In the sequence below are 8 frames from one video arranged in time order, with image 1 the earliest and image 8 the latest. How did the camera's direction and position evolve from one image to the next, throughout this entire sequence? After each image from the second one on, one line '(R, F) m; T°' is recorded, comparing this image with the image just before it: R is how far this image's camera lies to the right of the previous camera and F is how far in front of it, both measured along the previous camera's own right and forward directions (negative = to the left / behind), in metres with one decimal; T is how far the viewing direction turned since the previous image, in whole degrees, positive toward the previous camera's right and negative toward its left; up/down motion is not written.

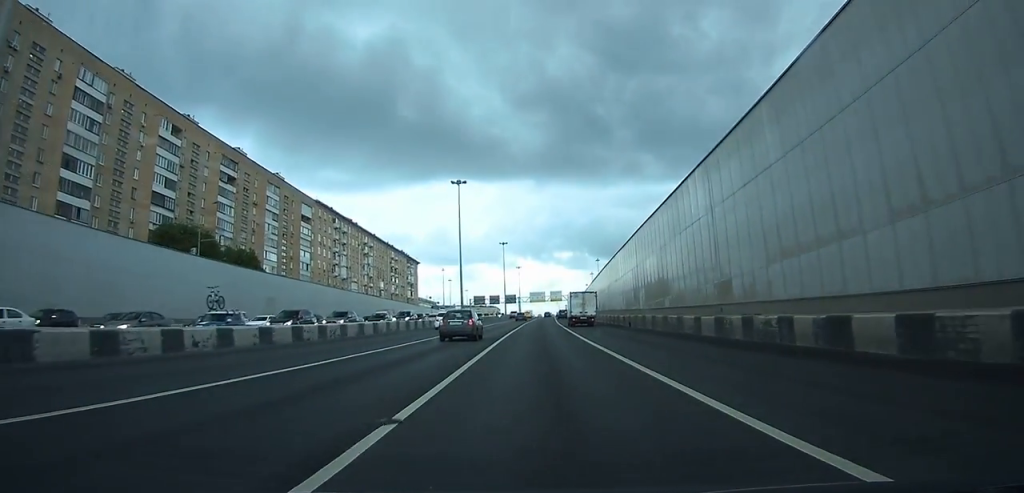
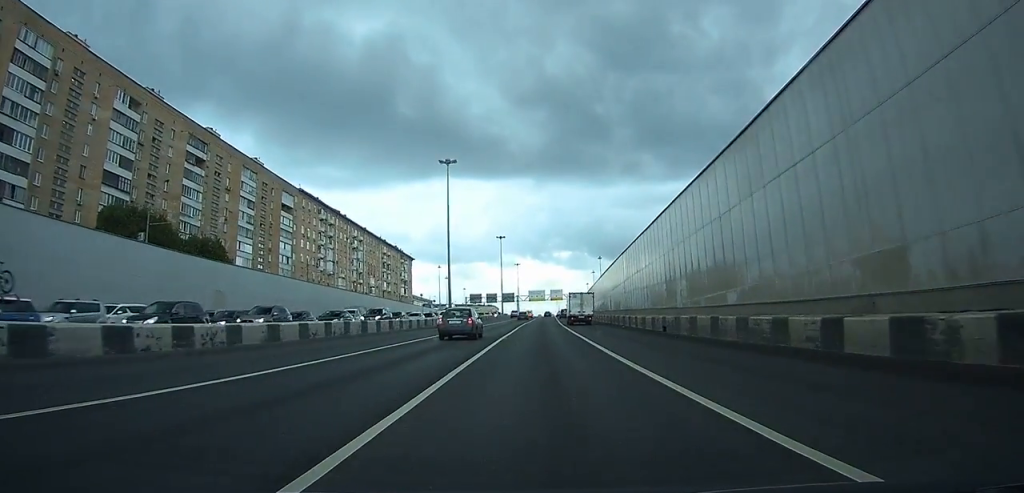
(-0.6, +10.8) m; -3°
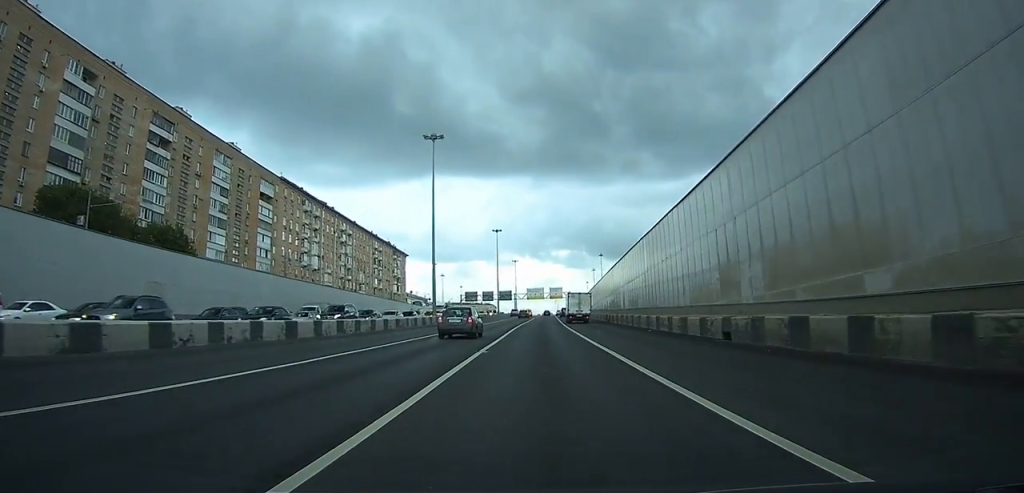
(0.0, +9.7) m; 0°
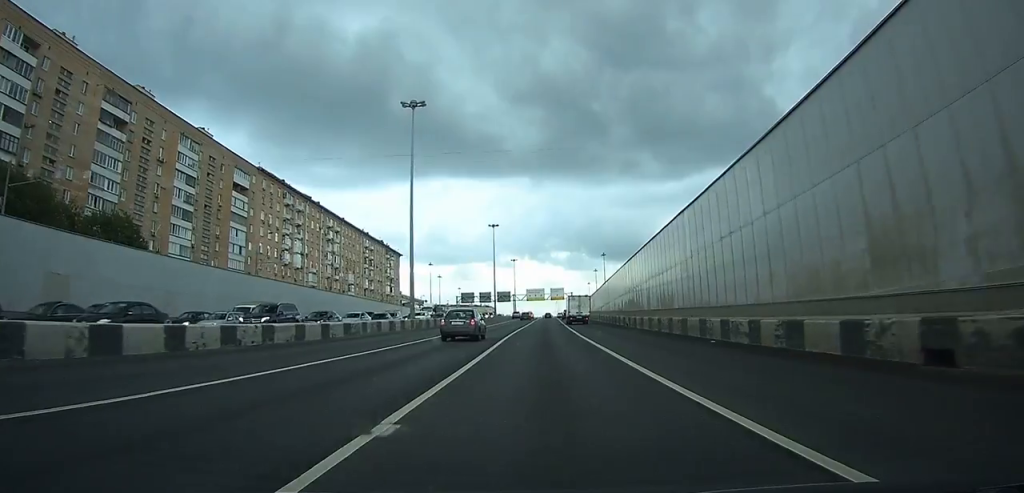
(+0.1, +10.9) m; +1°
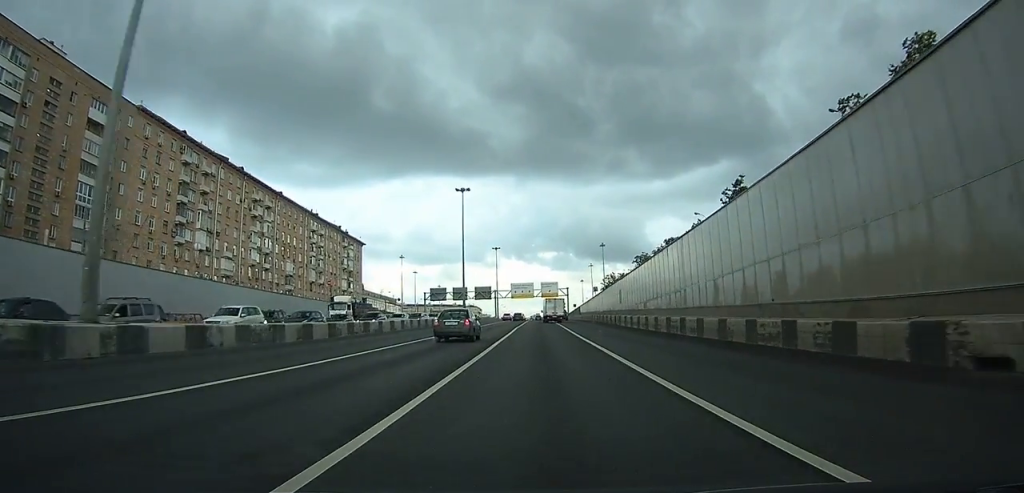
(+1.7, +36.8) m; +5°
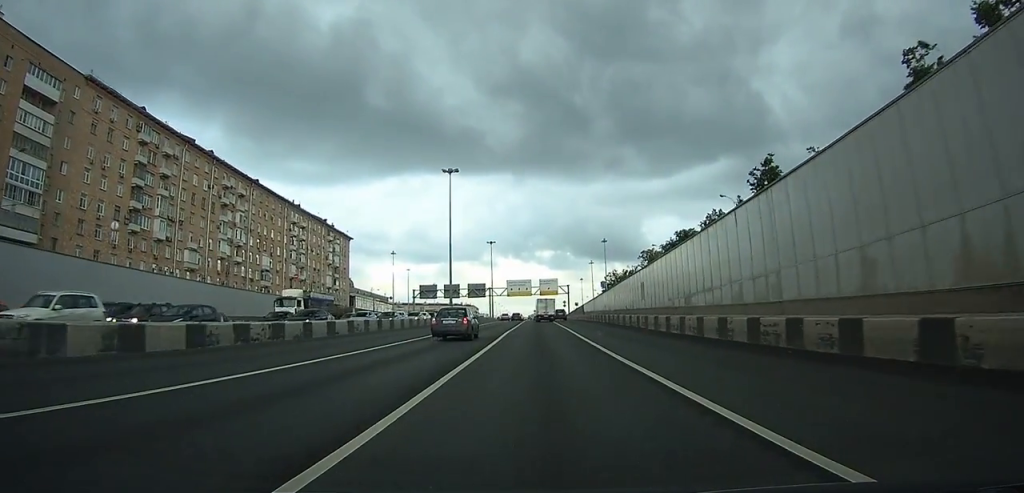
(+0.1, +11.8) m; 0°
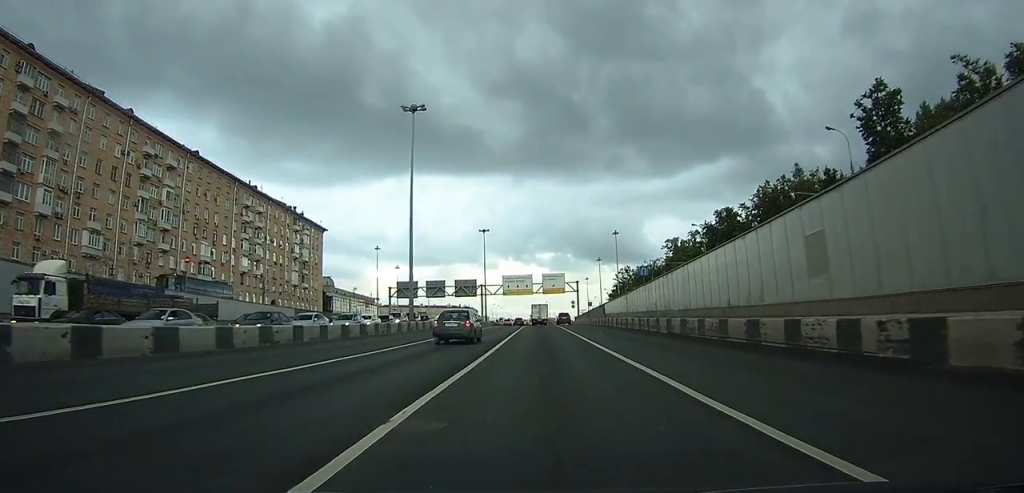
(-0.3, +26.2) m; -2°
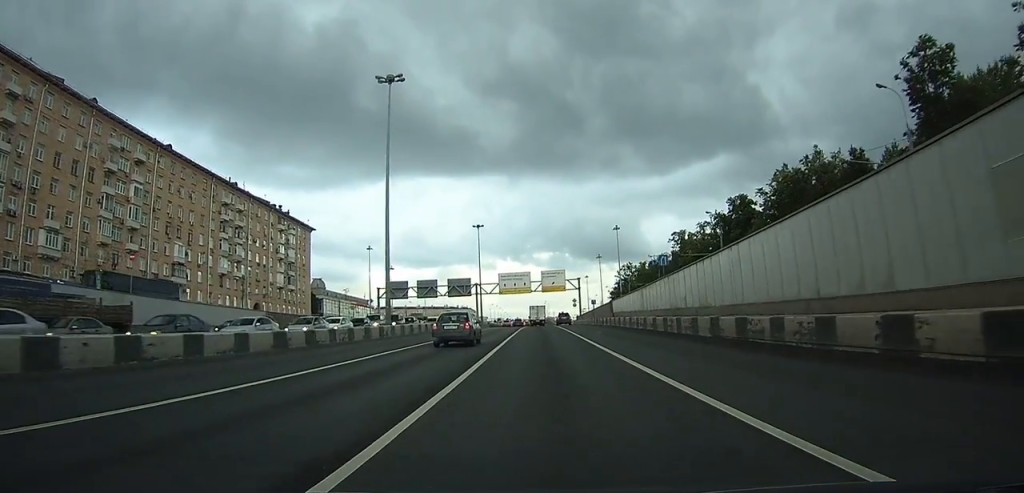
(-0.2, +8.1) m; 0°
